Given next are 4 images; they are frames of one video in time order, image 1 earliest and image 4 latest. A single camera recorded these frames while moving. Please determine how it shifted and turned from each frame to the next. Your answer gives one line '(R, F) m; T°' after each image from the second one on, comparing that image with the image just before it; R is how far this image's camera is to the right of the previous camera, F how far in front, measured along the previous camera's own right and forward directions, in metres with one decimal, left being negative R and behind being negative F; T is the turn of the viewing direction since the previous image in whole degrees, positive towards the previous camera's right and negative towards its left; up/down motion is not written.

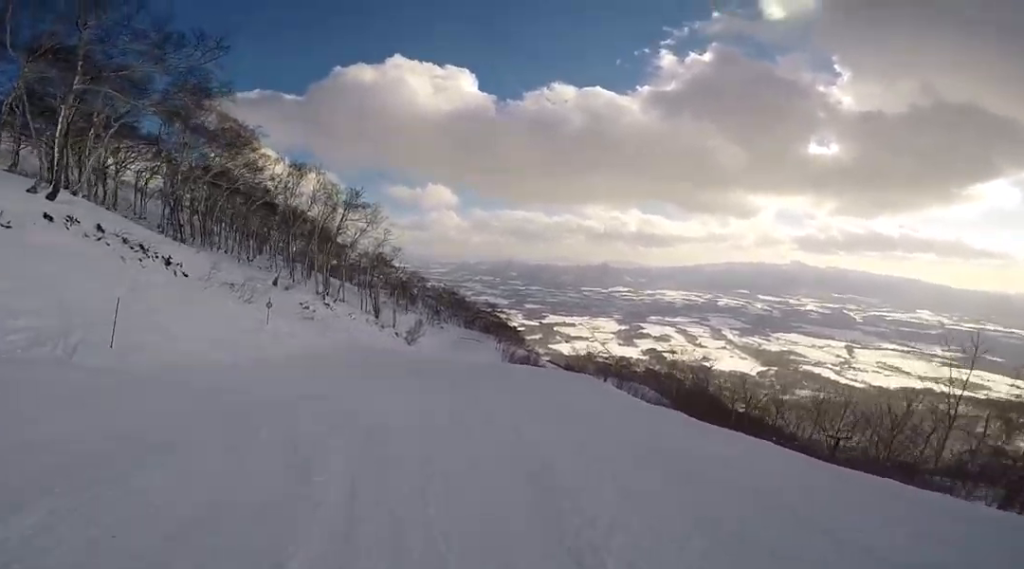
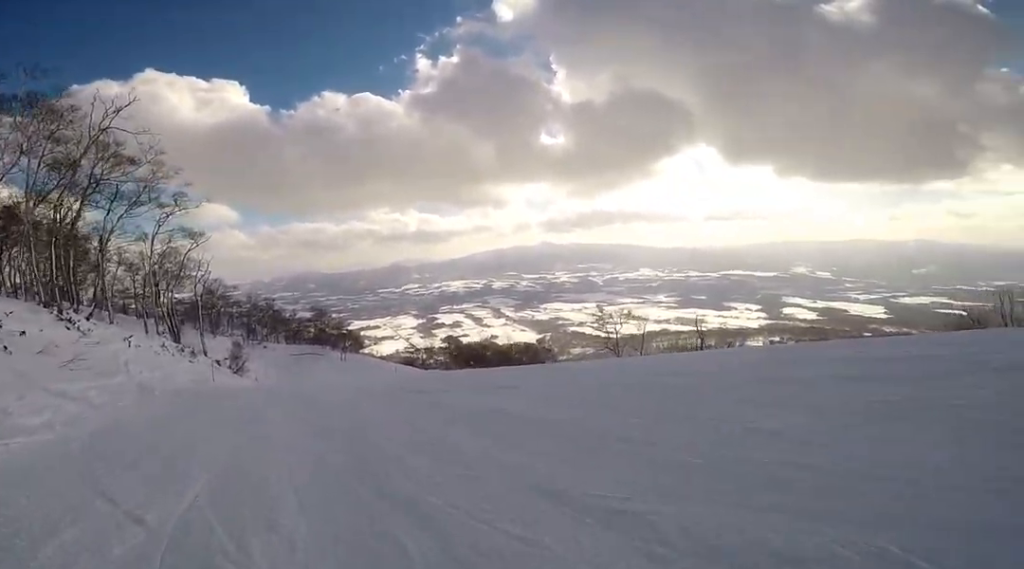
(+4.4, +22.8) m; +39°
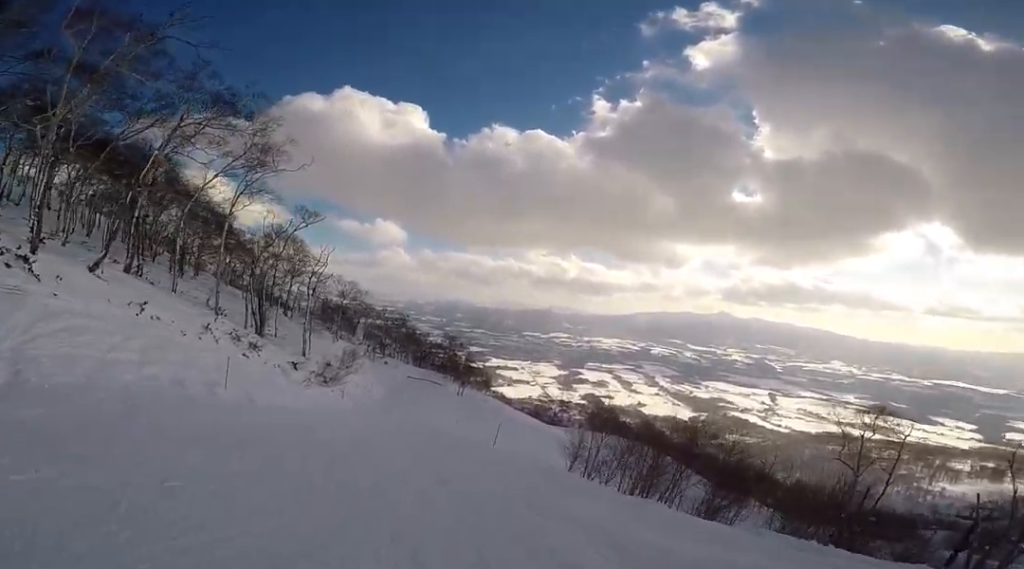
(-1.4, +12.8) m; -29°
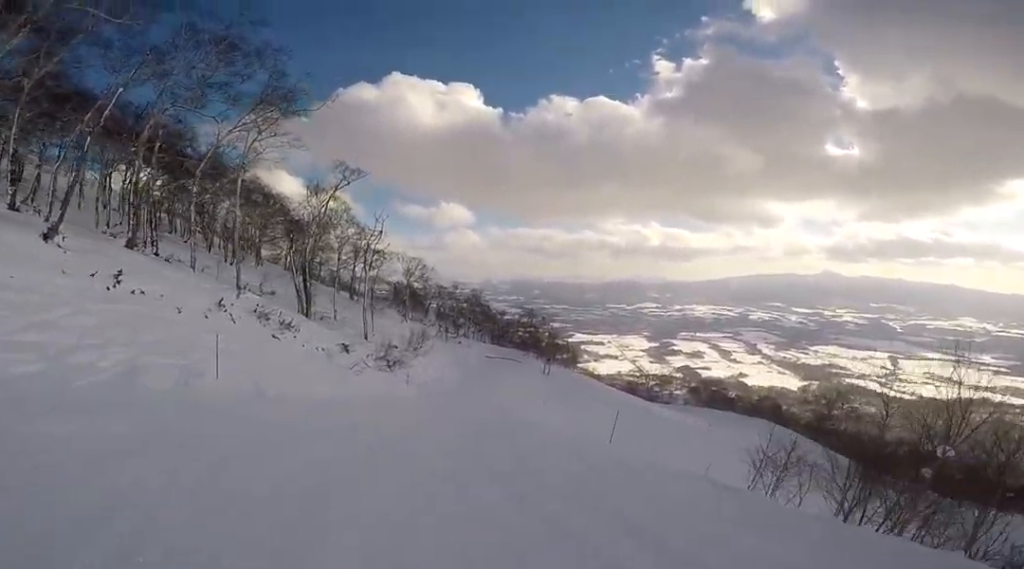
(-1.1, +8.2) m; -2°
